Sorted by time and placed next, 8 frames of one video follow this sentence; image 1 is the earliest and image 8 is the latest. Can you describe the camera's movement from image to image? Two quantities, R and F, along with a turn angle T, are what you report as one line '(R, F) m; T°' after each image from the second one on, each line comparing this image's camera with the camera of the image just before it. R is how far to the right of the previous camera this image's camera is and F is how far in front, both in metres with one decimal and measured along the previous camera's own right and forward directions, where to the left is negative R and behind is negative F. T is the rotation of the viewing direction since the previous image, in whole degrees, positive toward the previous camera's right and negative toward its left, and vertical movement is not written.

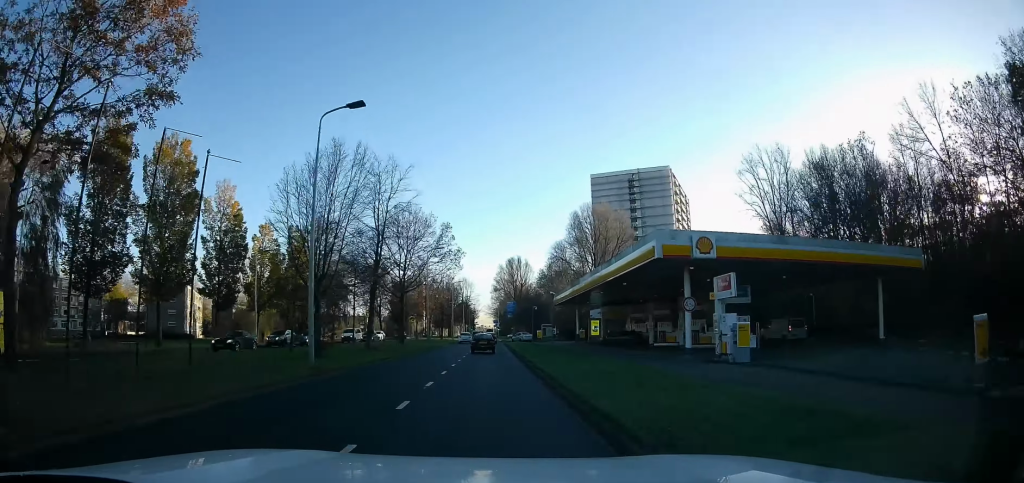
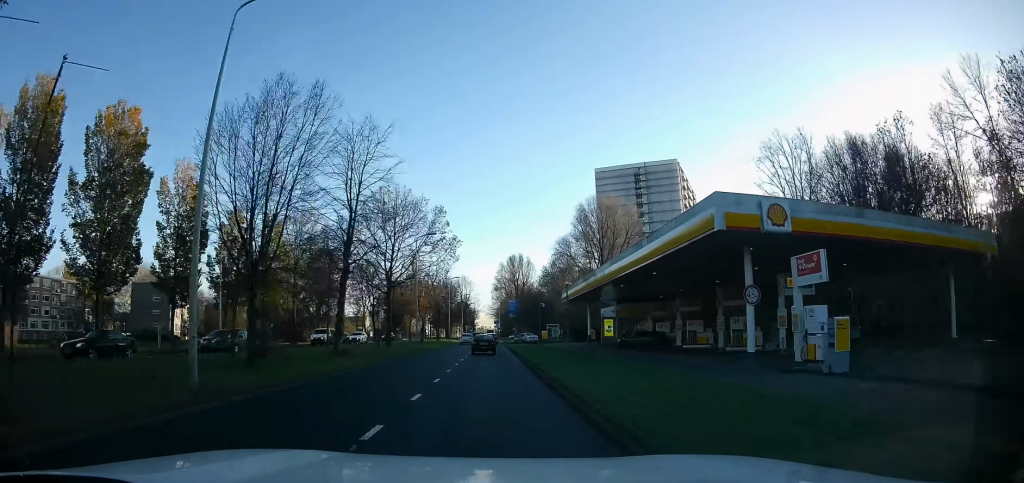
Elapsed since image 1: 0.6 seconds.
(-0.2, +6.7) m; -1°
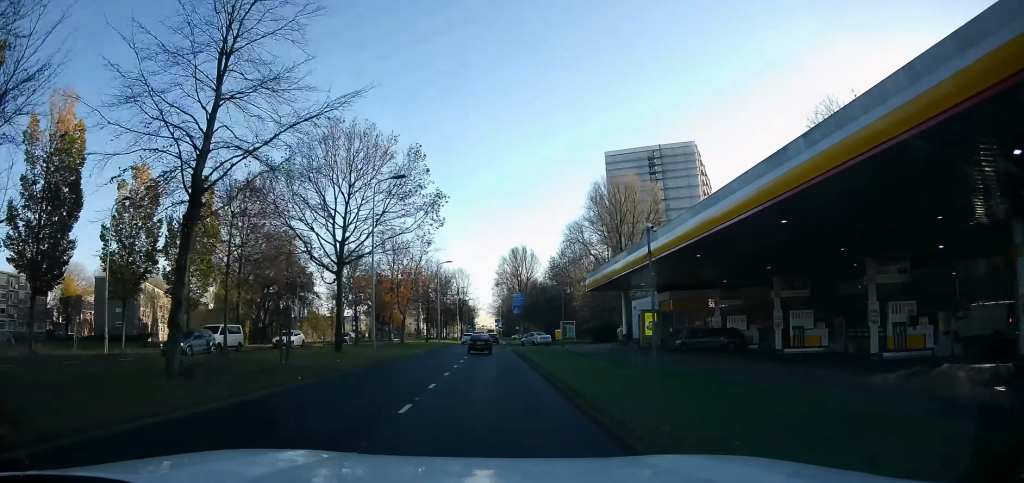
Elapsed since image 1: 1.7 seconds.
(-0.5, +13.9) m; -2°
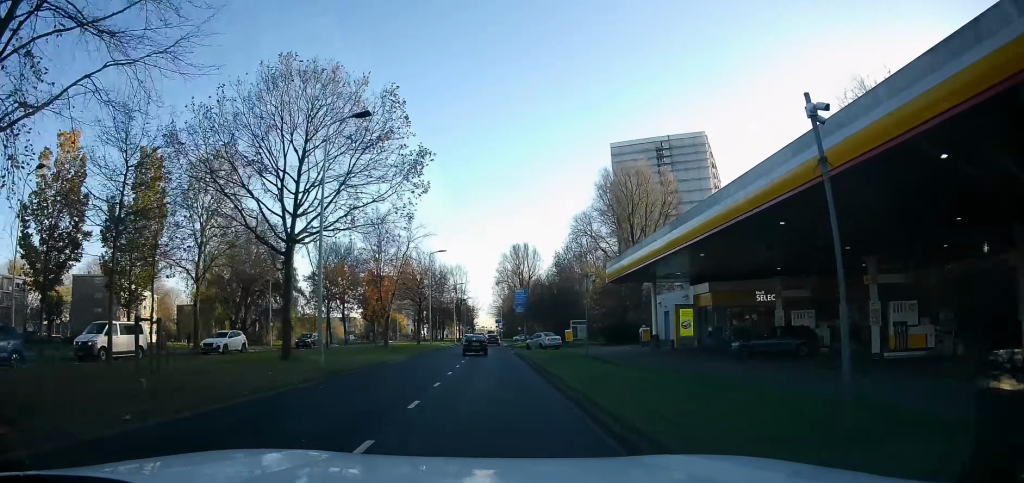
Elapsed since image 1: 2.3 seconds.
(0.0, +7.2) m; 0°
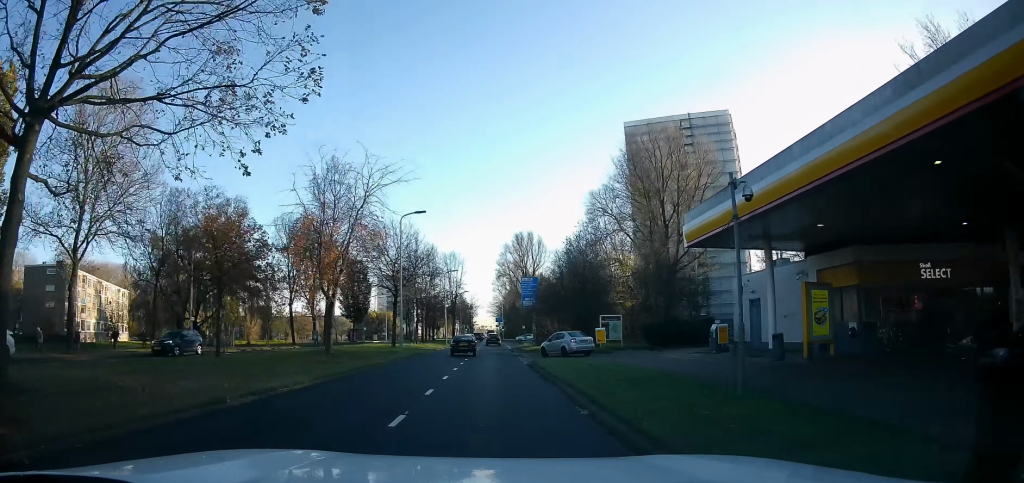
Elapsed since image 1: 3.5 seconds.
(0.0, +14.0) m; 0°
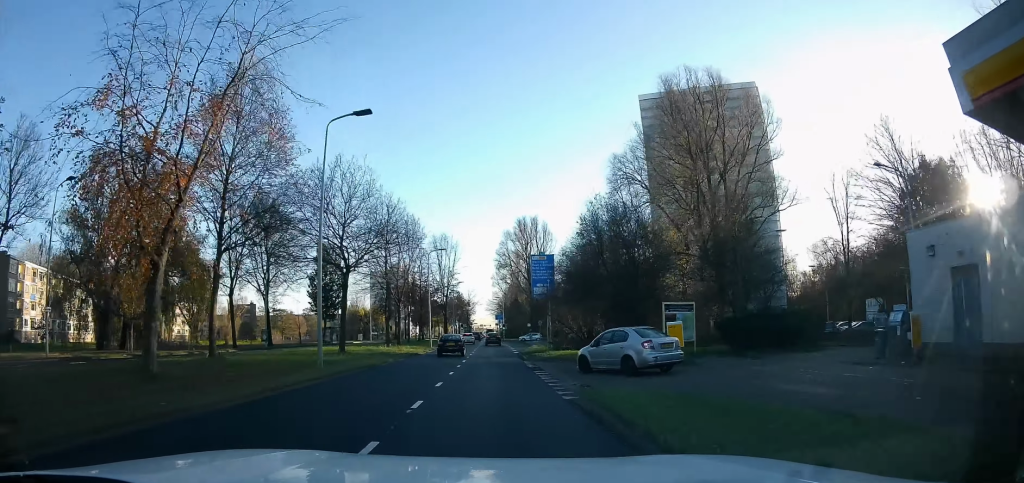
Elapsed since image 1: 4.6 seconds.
(0.0, +14.0) m; 0°
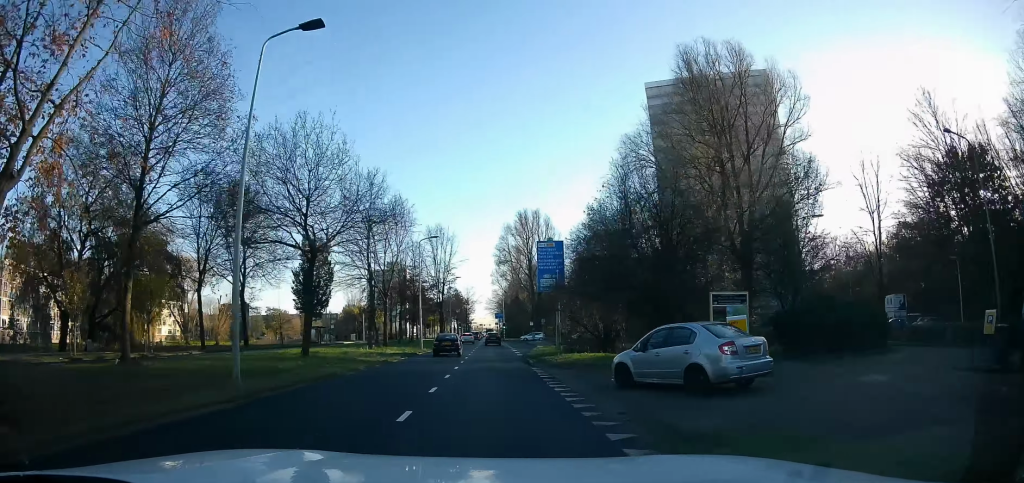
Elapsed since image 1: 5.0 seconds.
(0.0, +5.4) m; 0°
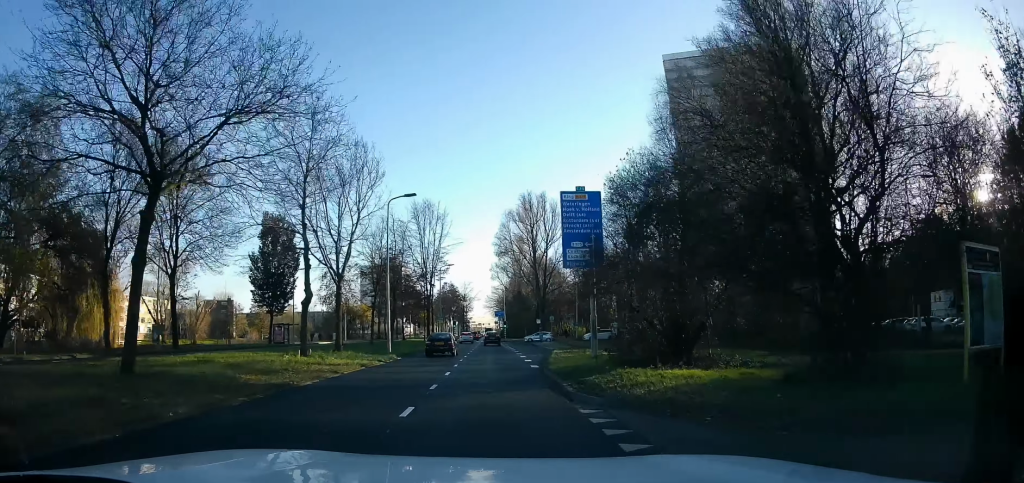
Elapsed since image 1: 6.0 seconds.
(0.0, +11.7) m; +3°
